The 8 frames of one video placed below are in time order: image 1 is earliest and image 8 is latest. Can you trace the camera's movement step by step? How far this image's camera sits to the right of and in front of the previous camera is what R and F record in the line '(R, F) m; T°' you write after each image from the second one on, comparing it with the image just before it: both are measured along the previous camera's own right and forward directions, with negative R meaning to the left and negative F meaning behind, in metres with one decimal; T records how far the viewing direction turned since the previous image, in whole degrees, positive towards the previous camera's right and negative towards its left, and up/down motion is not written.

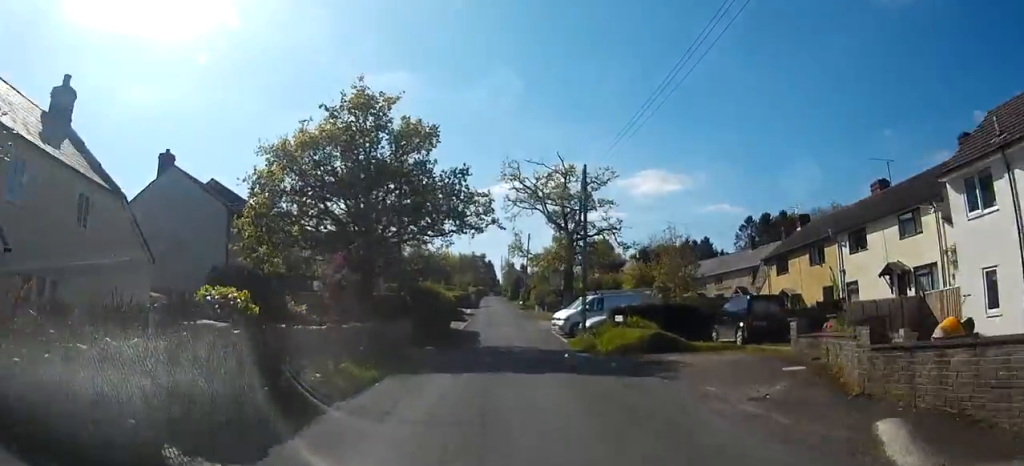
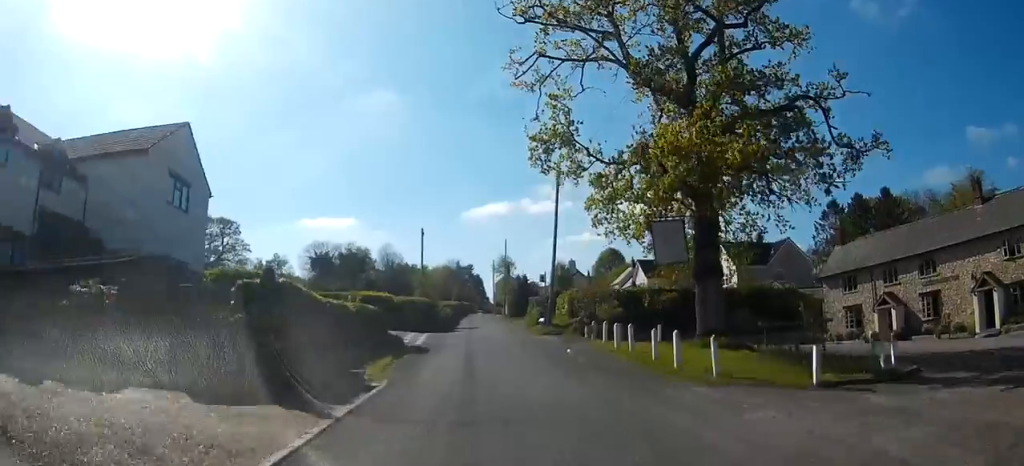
(+0.9, +38.4) m; +3°
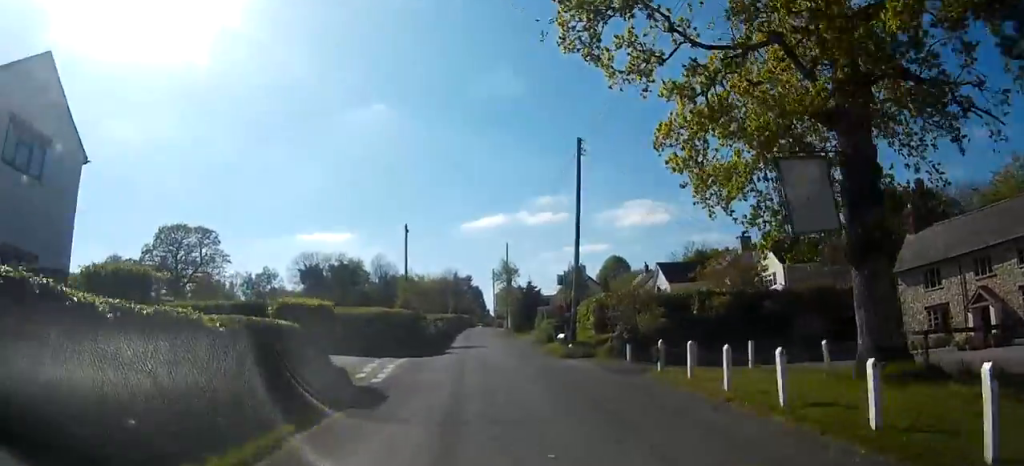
(+0.3, +8.8) m; 0°
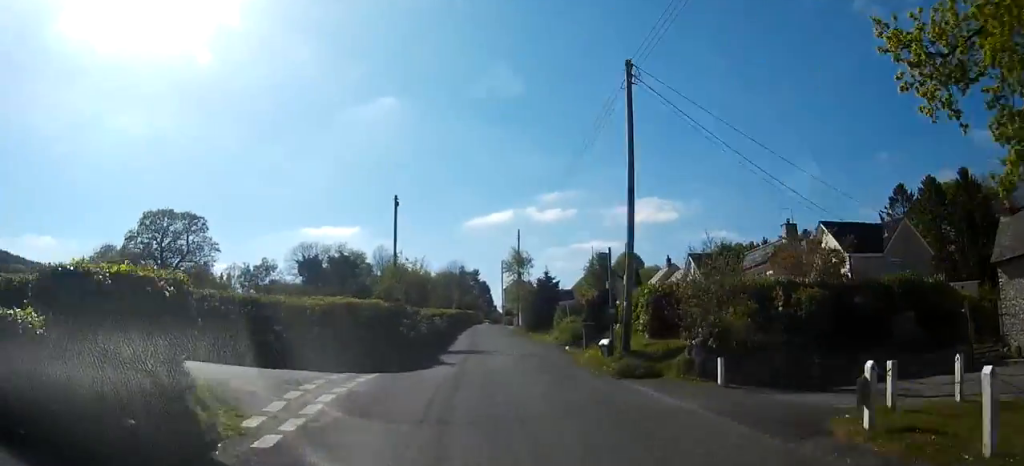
(-0.2, +7.8) m; -2°
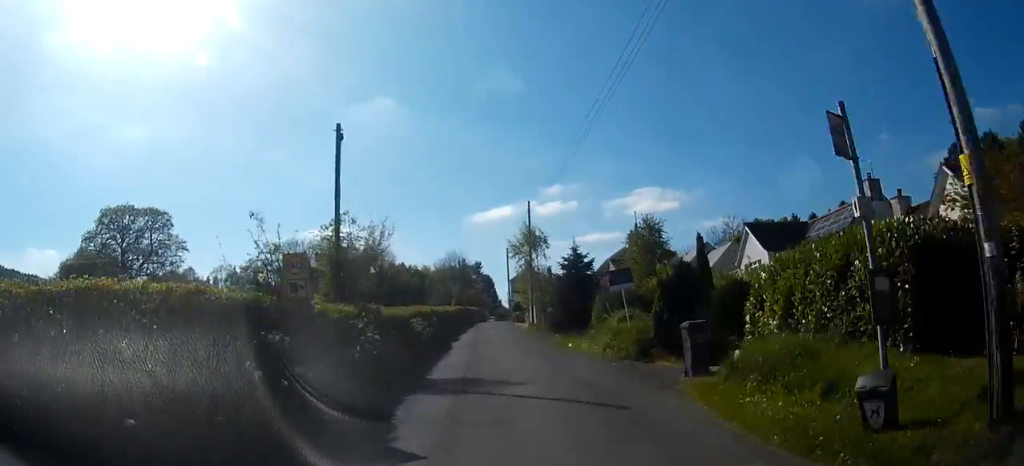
(-0.3, +12.2) m; -2°
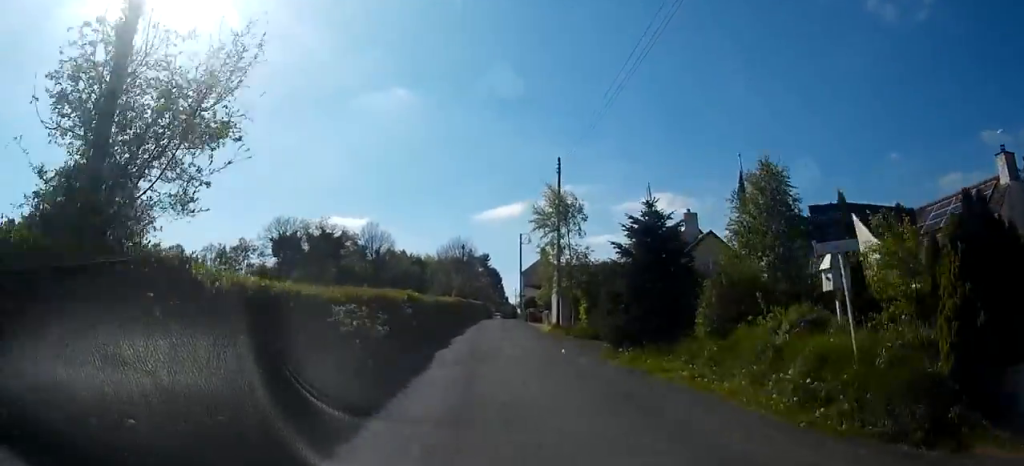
(-0.2, +12.1) m; 0°
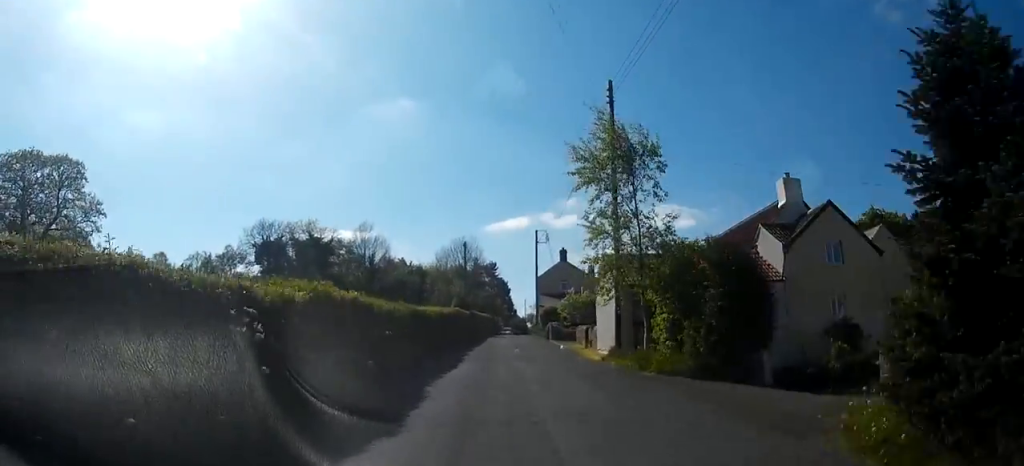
(+0.3, +12.6) m; 0°
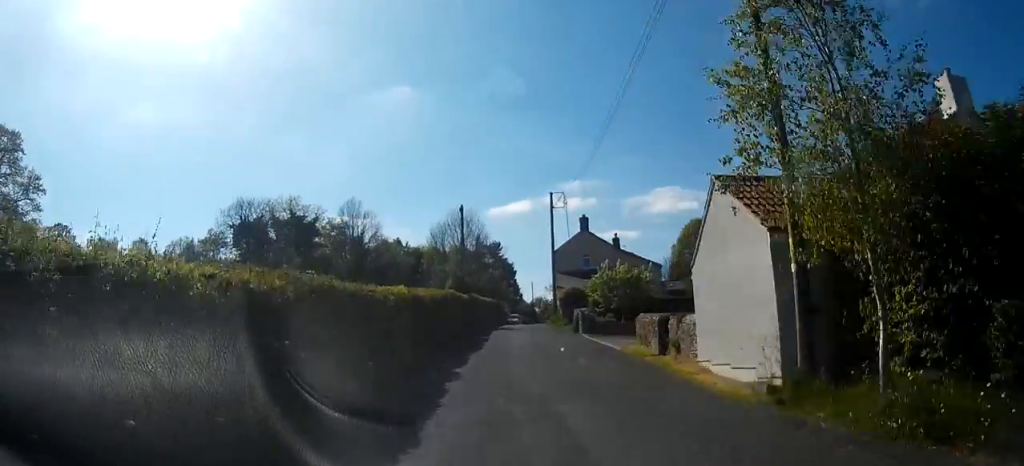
(-0.3, +10.9) m; 0°
